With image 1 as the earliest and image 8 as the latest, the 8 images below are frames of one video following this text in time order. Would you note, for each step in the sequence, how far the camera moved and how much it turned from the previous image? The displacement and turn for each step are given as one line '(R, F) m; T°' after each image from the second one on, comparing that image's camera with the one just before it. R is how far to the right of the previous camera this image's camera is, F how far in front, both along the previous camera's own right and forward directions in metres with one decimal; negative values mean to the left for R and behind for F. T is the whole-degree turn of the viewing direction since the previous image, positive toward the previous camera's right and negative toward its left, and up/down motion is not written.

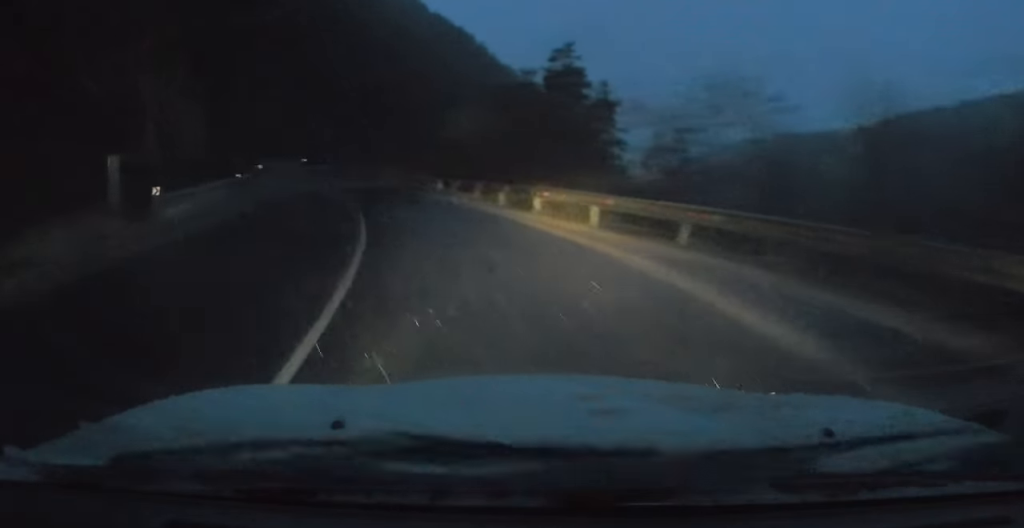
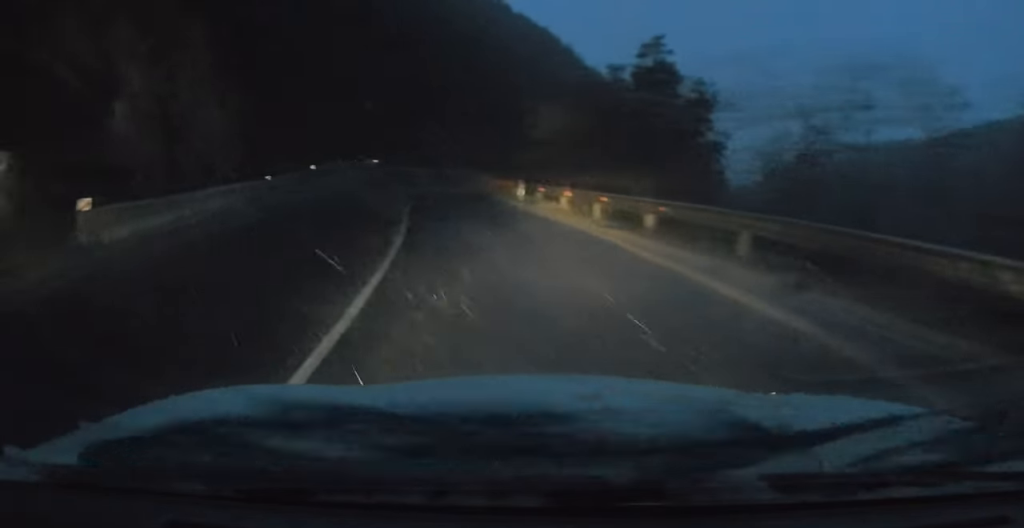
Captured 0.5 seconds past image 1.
(-0.1, +5.5) m; -2°
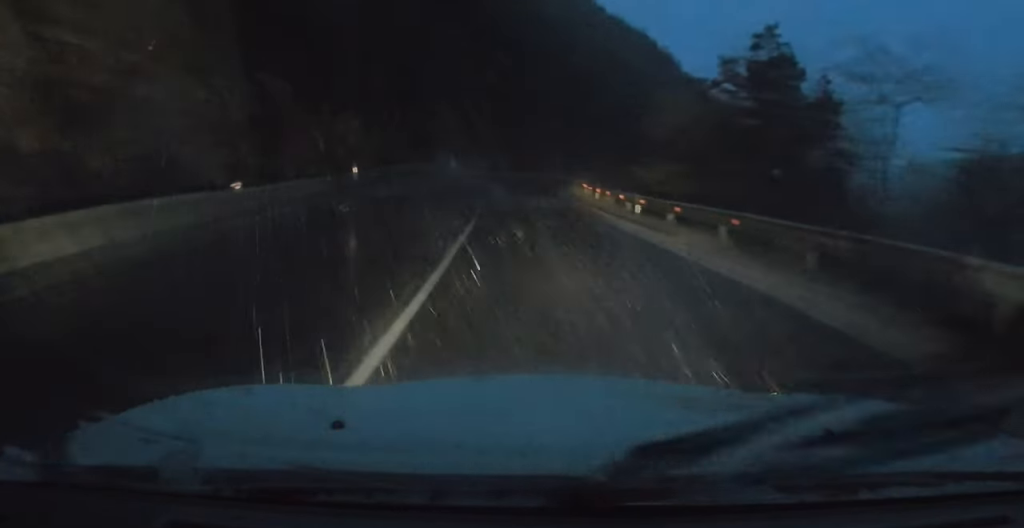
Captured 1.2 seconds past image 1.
(-0.1, +9.2) m; 0°
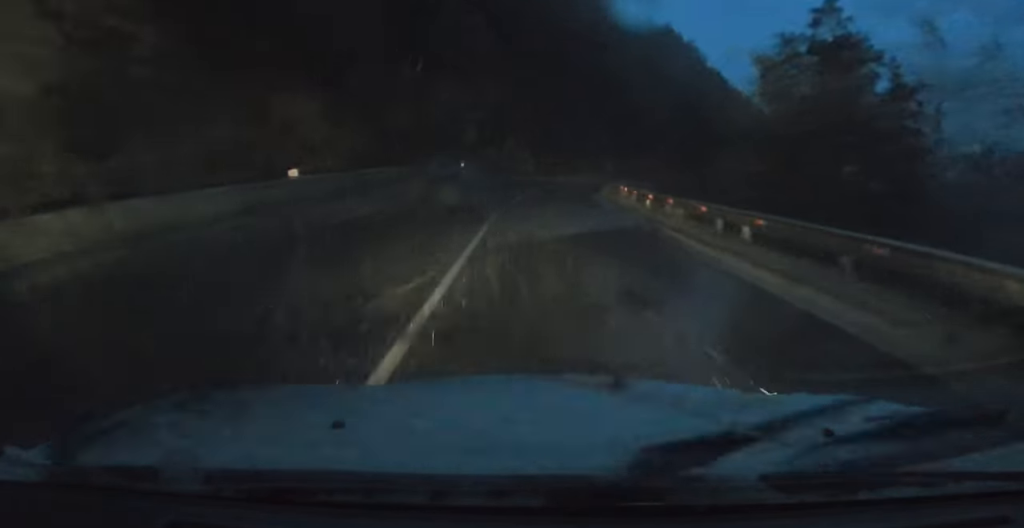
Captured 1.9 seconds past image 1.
(+0.1, +9.0) m; +1°
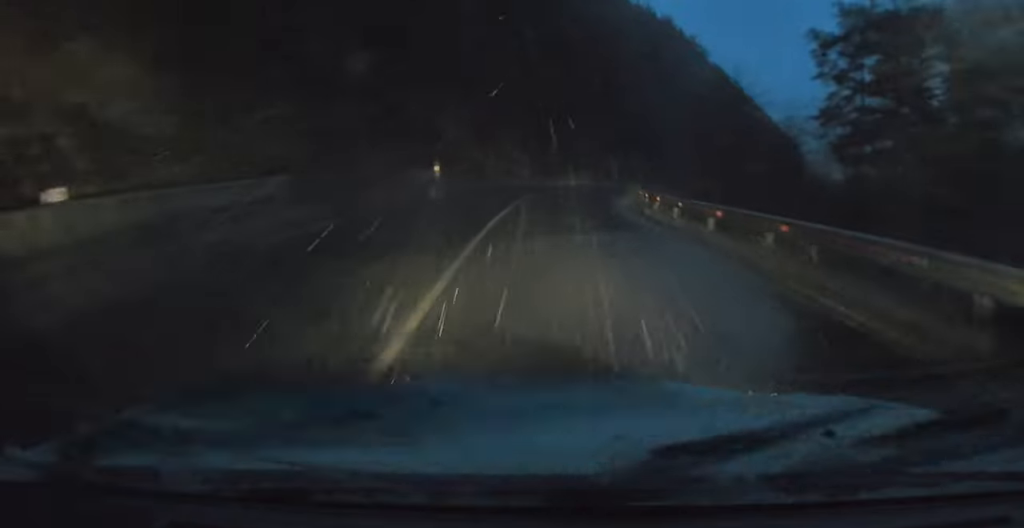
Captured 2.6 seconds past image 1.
(+0.1, +9.0) m; +2°
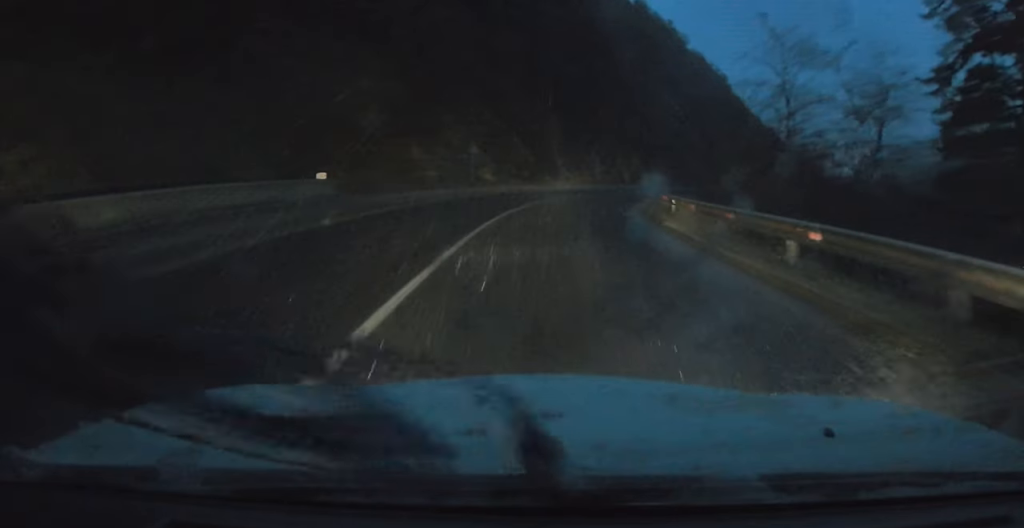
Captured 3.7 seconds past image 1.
(+0.5, +14.4) m; +5°
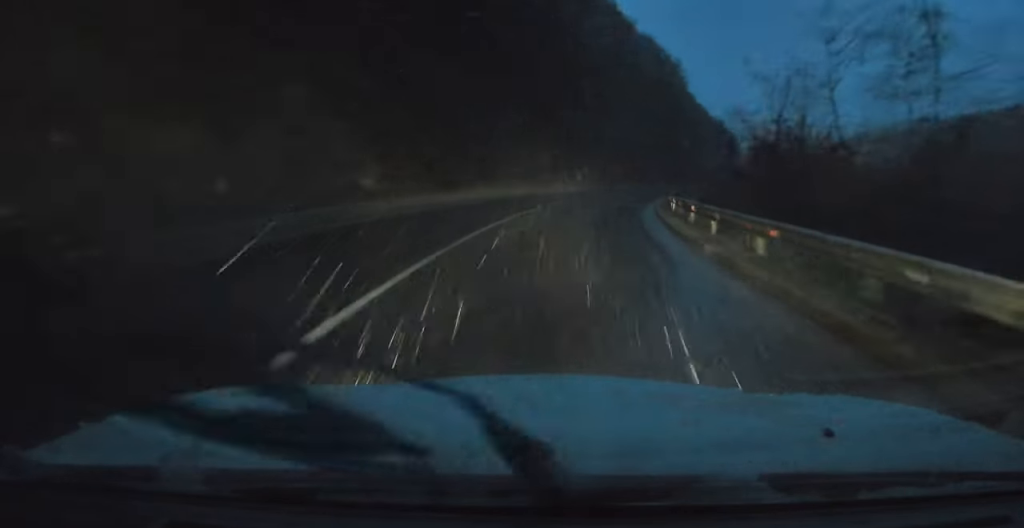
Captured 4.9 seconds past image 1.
(+1.0, +15.6) m; +6°
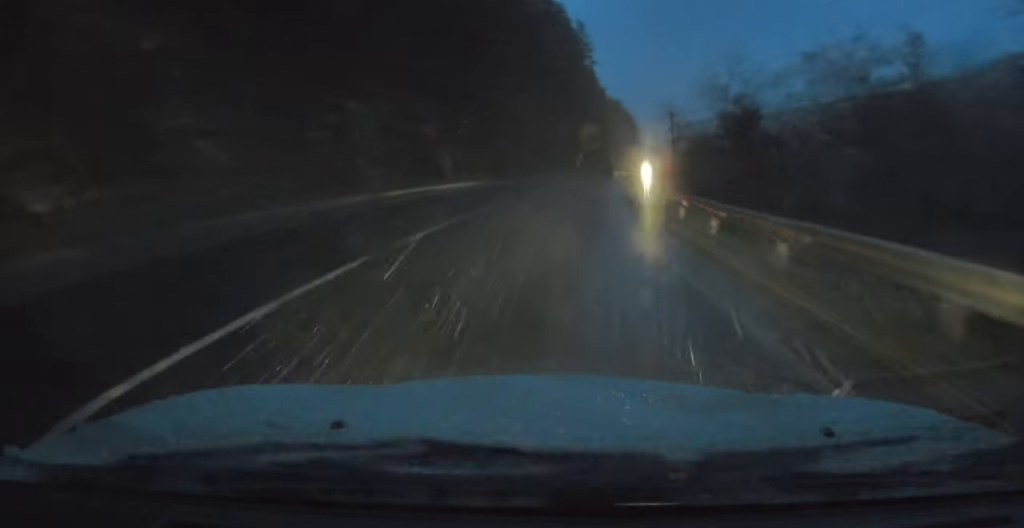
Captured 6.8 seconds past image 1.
(+1.9, +26.7) m; +8°
